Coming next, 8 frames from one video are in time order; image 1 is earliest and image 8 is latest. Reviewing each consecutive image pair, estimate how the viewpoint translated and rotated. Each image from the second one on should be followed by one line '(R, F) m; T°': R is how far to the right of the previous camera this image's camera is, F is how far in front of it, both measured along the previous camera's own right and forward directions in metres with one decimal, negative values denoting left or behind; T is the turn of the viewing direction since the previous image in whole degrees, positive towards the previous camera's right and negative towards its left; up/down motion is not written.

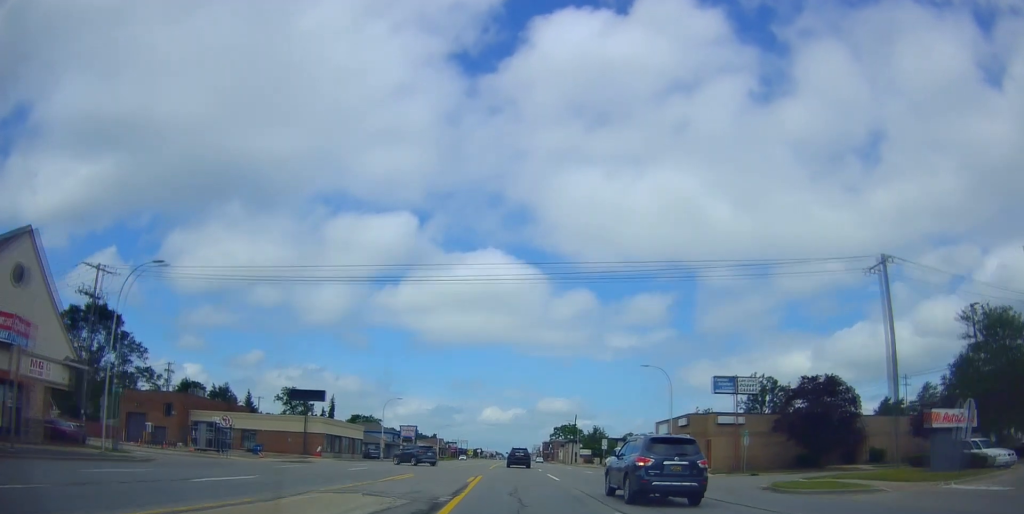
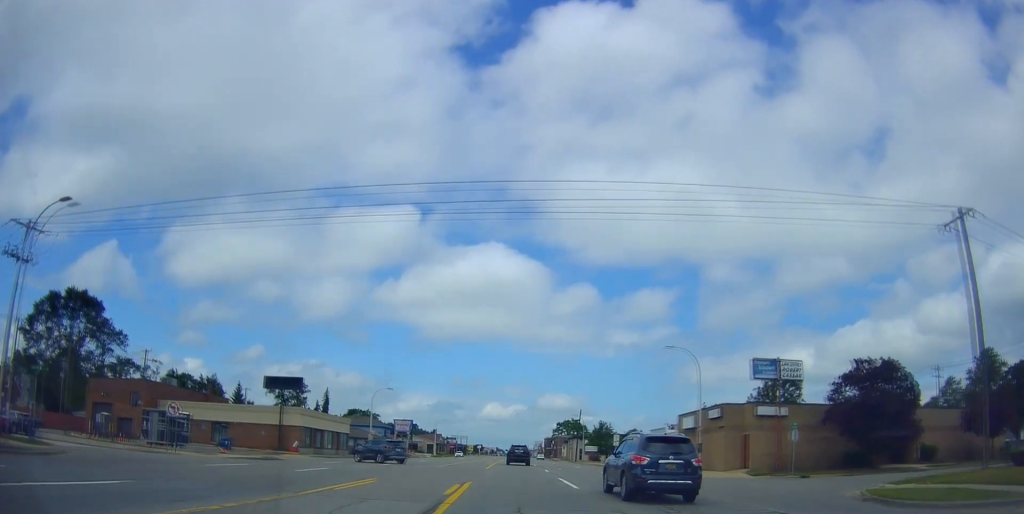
(0.0, +7.9) m; 0°
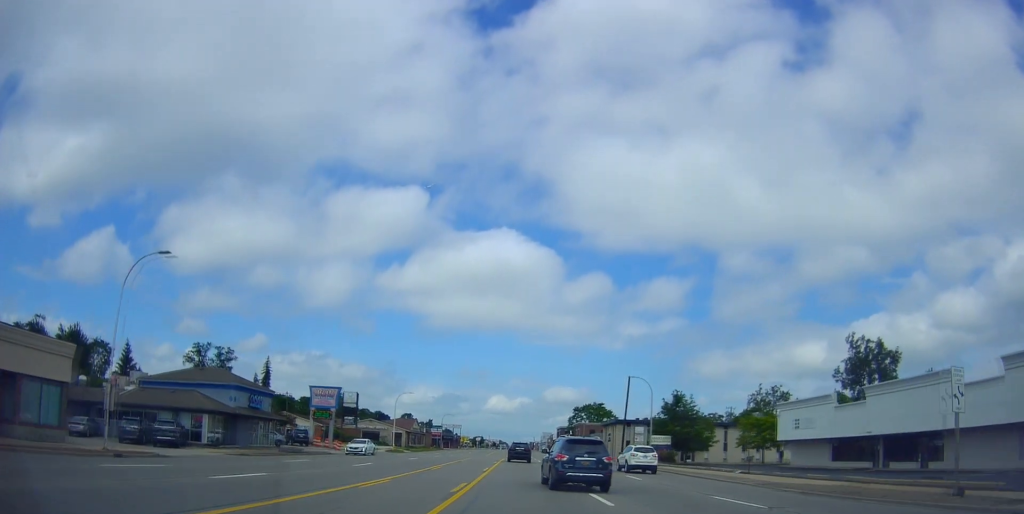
(0.0, +53.8) m; -3°
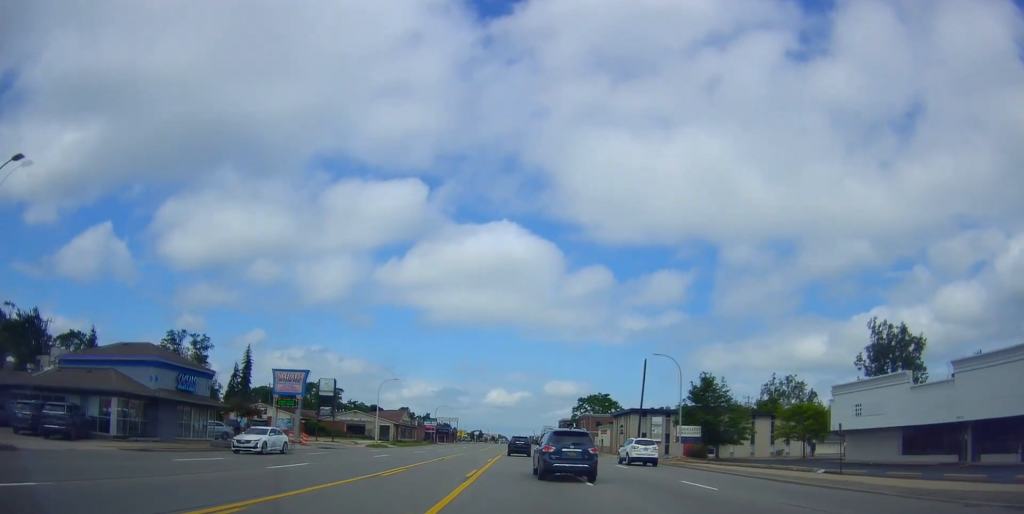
(-0.5, +11.0) m; 0°
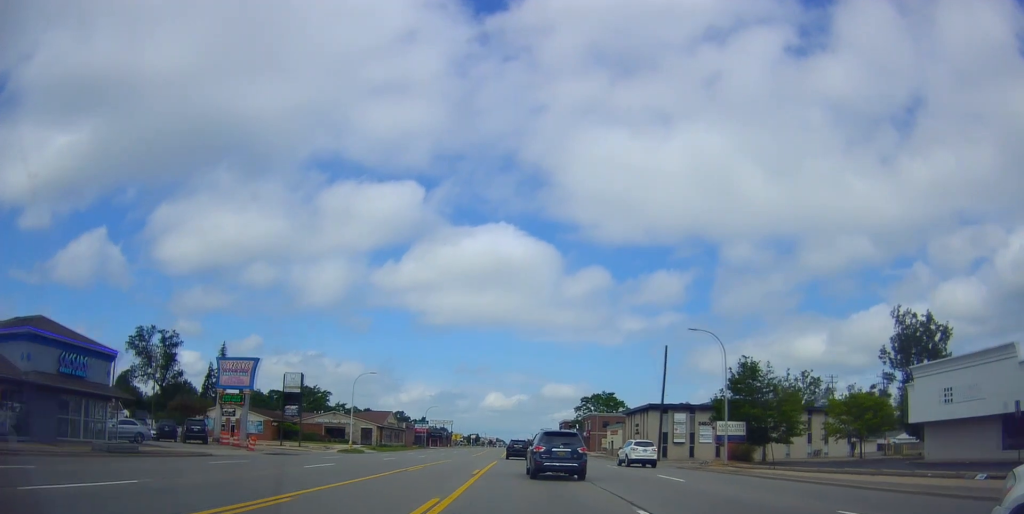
(-0.3, +11.6) m; 0°
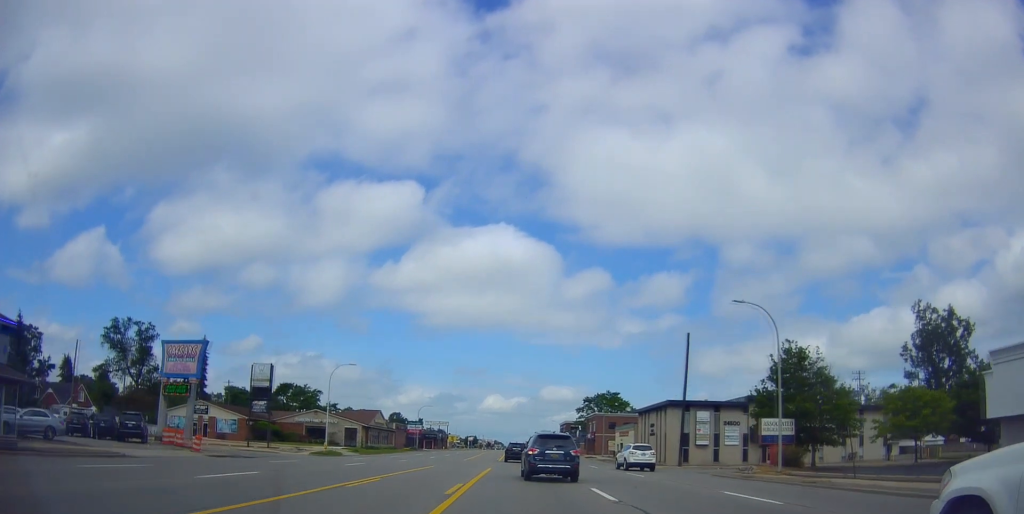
(+0.4, +8.5) m; +1°
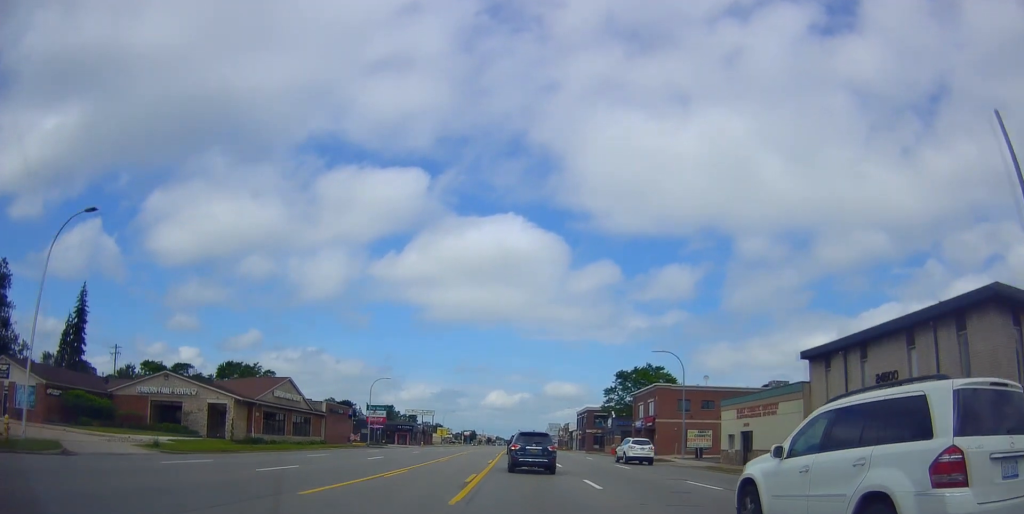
(+0.6, +41.3) m; +2°
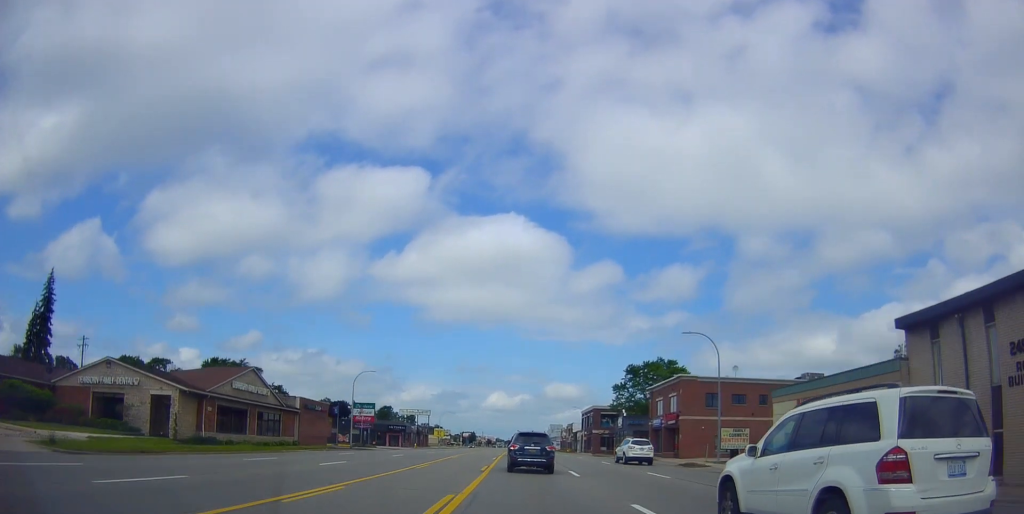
(0.0, +8.5) m; 0°
